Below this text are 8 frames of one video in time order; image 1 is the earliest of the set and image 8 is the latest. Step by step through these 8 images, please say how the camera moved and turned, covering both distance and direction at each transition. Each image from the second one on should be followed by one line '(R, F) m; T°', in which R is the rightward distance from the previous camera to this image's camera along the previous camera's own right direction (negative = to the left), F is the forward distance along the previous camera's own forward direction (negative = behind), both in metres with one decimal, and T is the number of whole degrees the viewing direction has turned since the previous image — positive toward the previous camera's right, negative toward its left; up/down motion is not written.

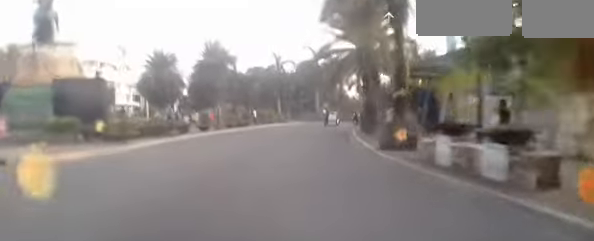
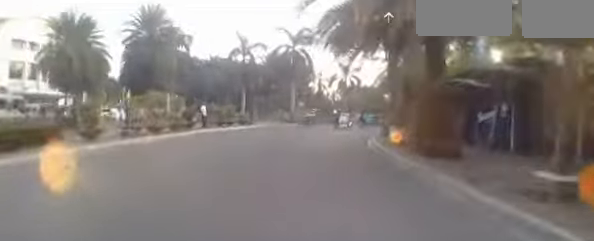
(+0.8, +11.6) m; +11°
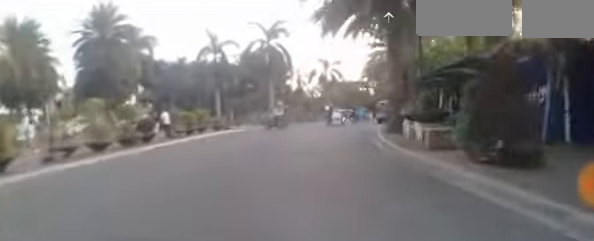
(0.0, +3.6) m; +6°
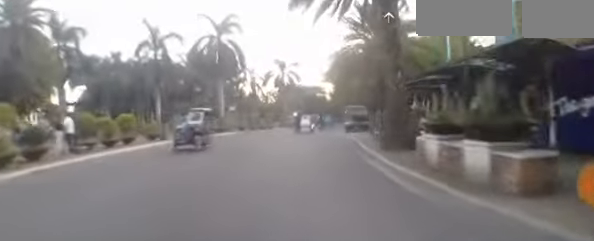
(+0.4, +4.3) m; +6°
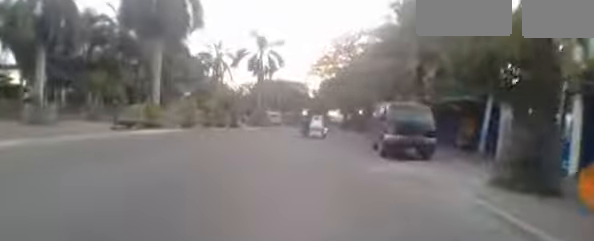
(+2.3, +12.5) m; +24°
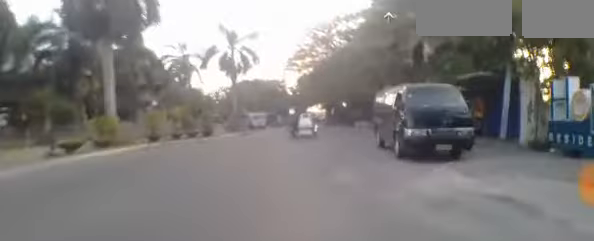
(+0.2, +3.0) m; 0°
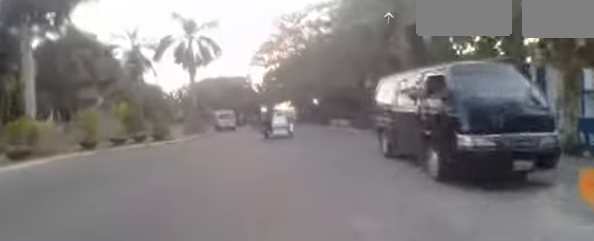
(+0.3, +3.3) m; -1°
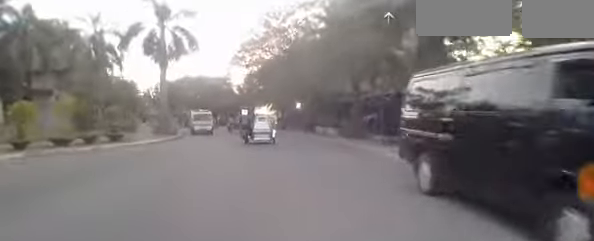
(-0.3, +3.3) m; -4°
